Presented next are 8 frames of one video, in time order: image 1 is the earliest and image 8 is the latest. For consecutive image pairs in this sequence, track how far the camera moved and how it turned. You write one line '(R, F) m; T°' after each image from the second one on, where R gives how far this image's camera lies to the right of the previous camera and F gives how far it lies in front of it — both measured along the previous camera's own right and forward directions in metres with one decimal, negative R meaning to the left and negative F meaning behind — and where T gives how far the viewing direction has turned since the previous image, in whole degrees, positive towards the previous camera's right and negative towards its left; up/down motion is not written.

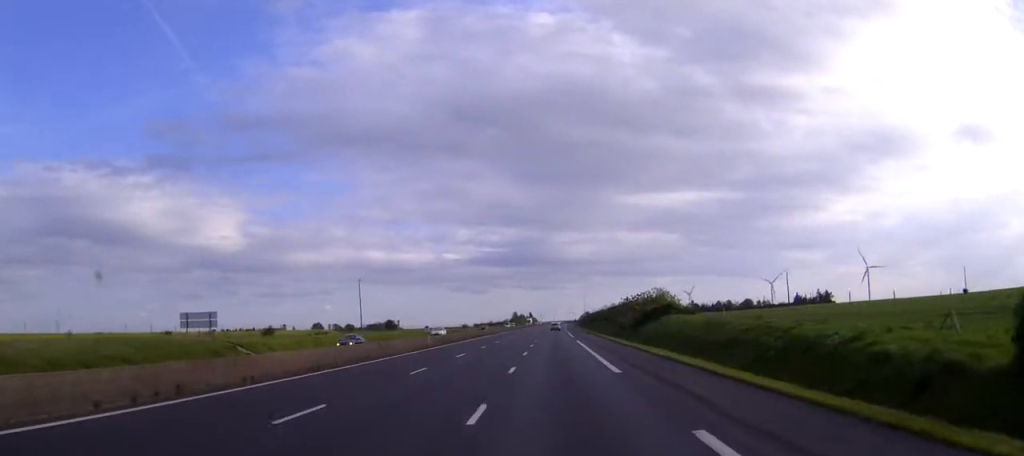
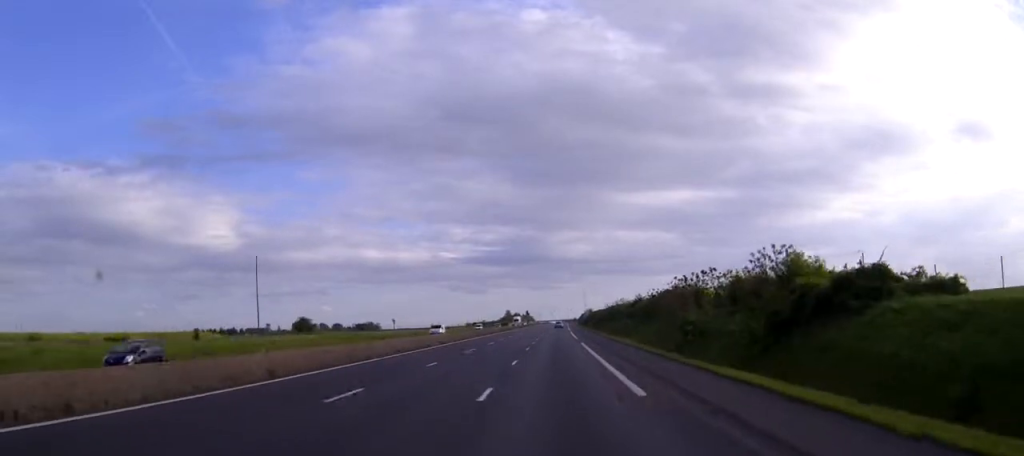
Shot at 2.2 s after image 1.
(+0.1, +62.2) m; 0°
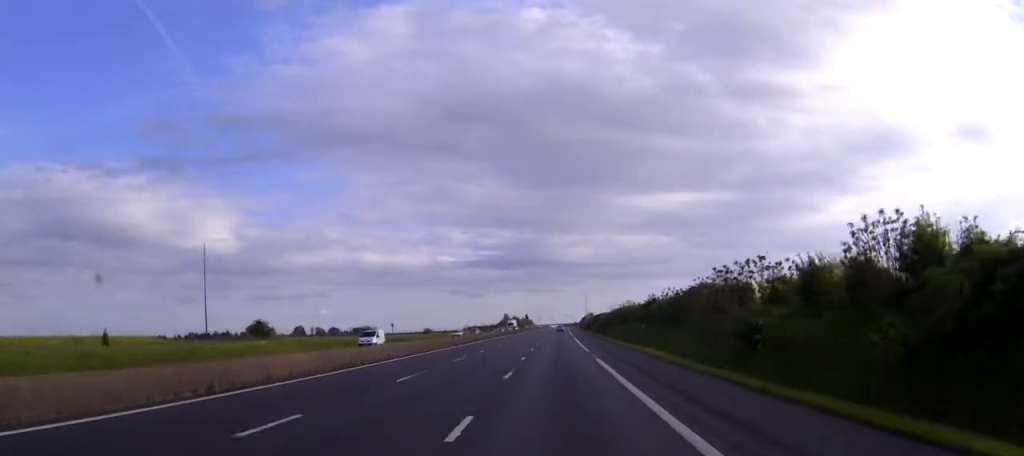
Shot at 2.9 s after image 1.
(0.0, +18.5) m; 0°
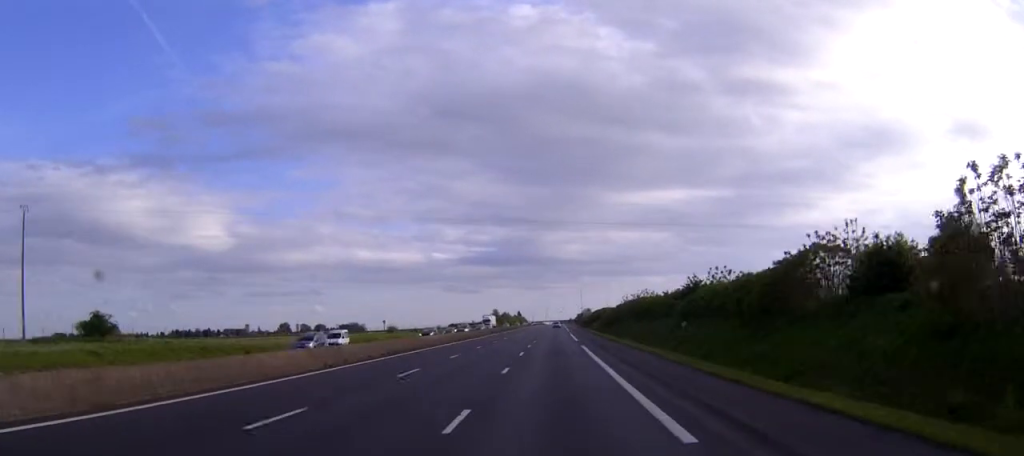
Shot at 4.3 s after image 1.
(0.0, +38.3) m; 0°
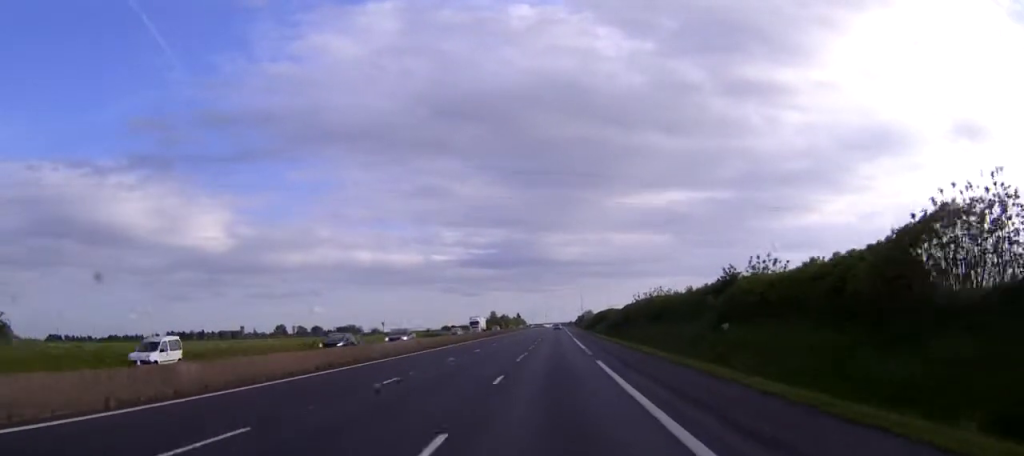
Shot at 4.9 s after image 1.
(0.0, +16.2) m; 0°
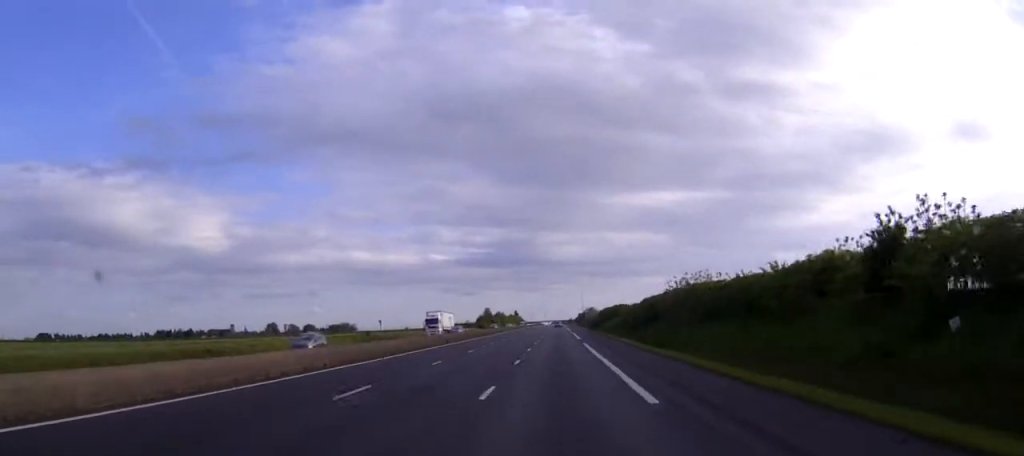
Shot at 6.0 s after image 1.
(+0.1, +30.7) m; 0°
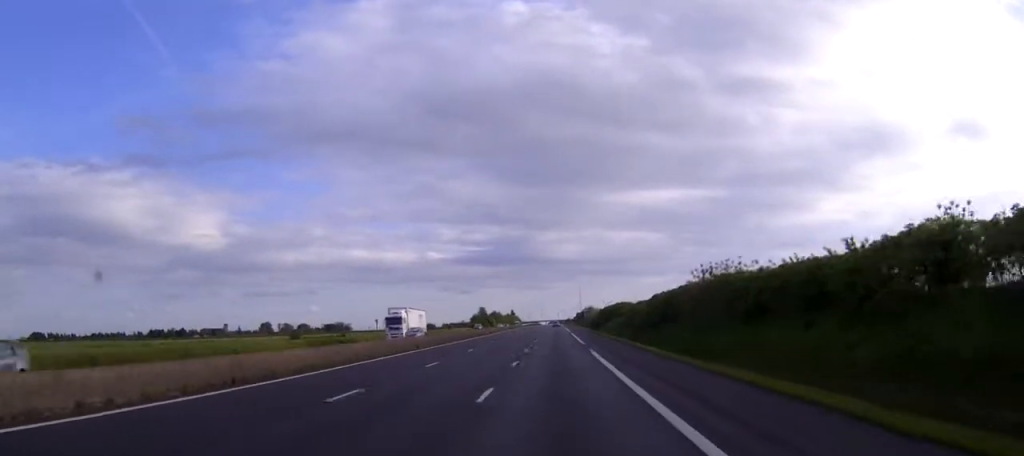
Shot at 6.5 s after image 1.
(0.0, +13.6) m; 0°
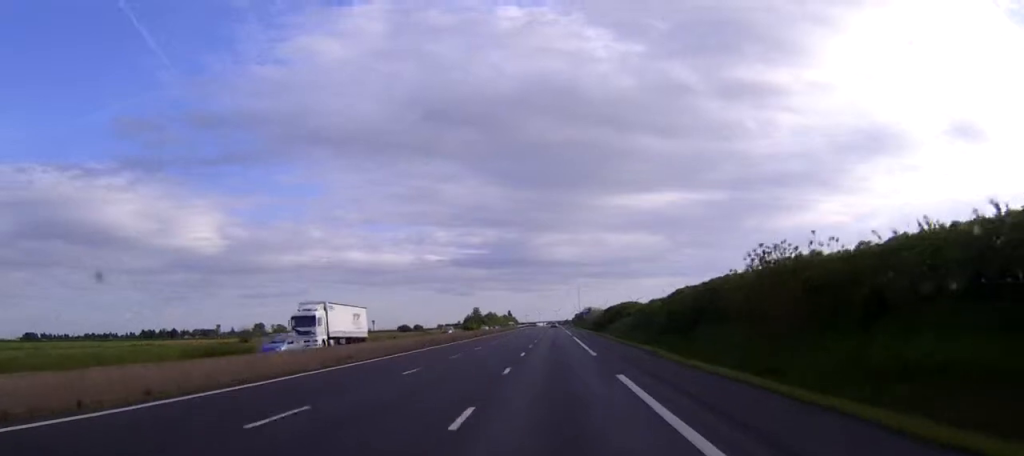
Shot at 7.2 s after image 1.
(0.0, +17.3) m; 0°
